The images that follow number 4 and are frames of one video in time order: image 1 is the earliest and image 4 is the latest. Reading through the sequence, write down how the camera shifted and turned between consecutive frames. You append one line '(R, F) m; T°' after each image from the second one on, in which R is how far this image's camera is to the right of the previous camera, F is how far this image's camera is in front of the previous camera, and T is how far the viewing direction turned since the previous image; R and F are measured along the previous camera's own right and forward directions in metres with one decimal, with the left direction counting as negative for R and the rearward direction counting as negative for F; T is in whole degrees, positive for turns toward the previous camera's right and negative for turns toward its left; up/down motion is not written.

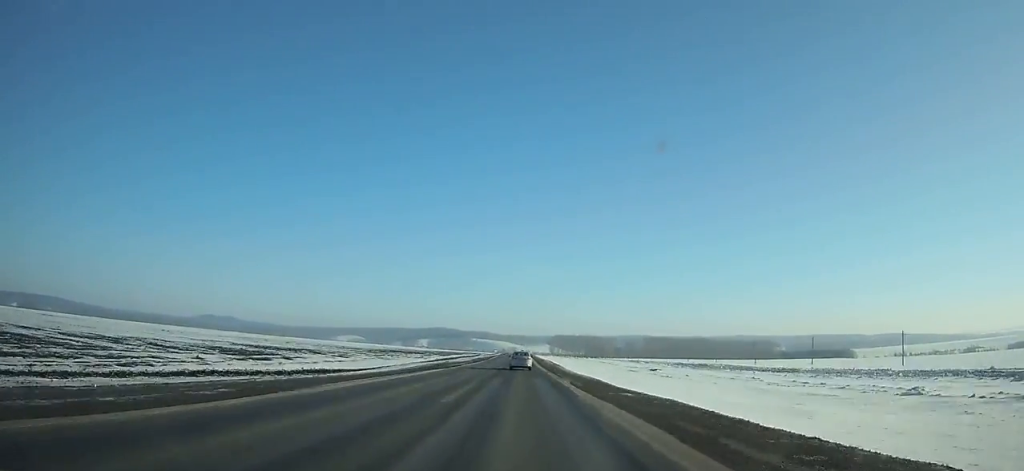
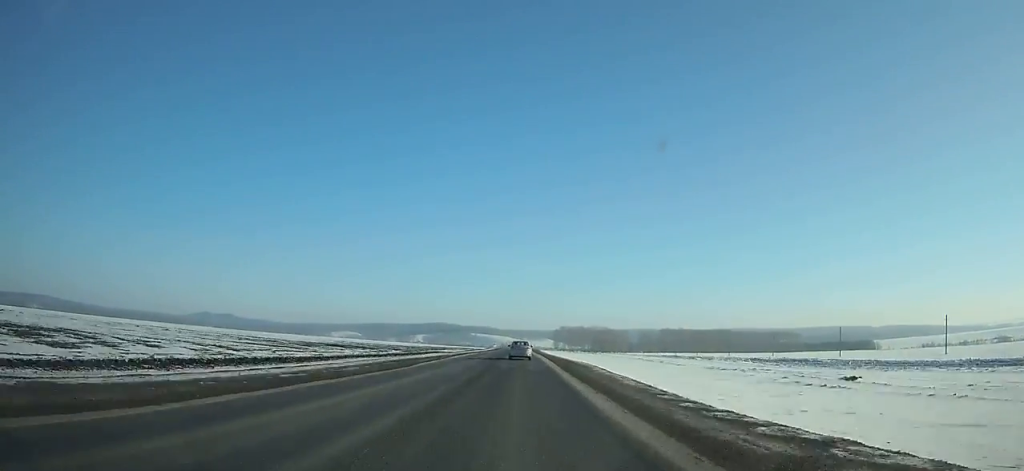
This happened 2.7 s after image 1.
(0.0, +68.2) m; 0°
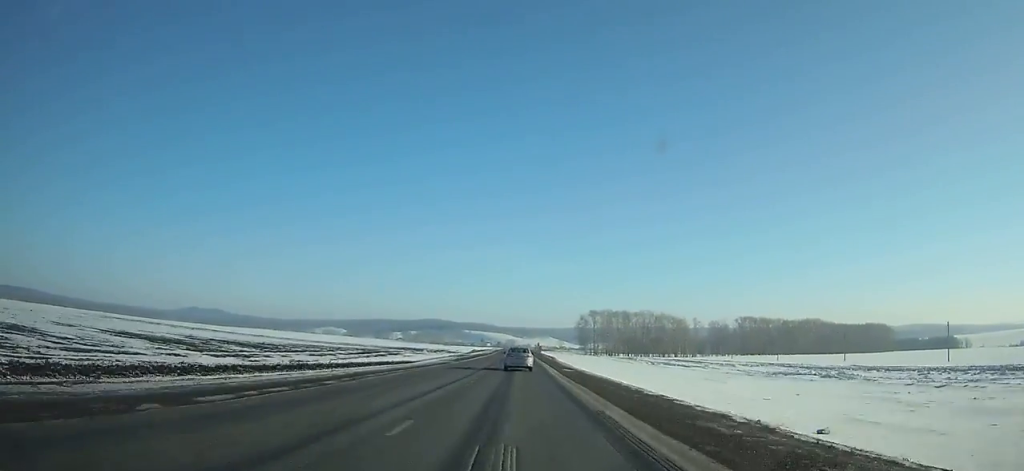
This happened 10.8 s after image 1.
(+0.9, +202.6) m; 0°
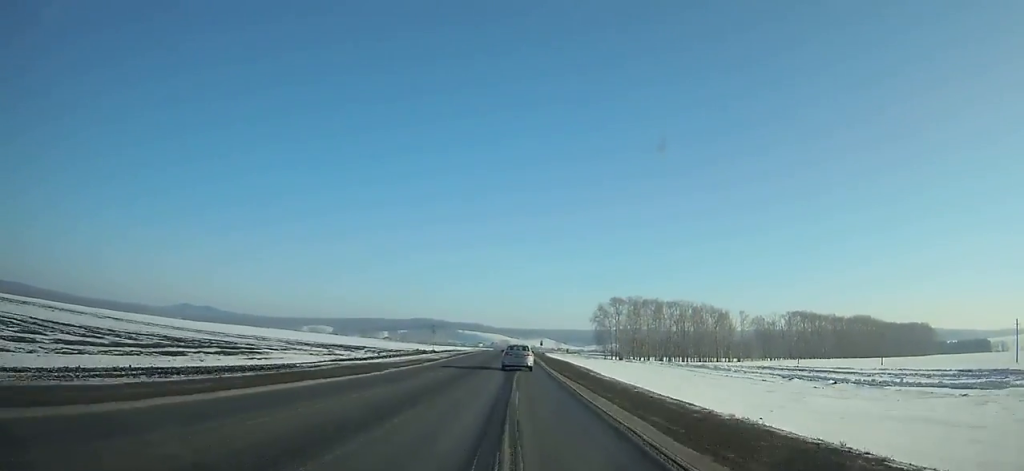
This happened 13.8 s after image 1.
(-0.2, +71.9) m; 0°
